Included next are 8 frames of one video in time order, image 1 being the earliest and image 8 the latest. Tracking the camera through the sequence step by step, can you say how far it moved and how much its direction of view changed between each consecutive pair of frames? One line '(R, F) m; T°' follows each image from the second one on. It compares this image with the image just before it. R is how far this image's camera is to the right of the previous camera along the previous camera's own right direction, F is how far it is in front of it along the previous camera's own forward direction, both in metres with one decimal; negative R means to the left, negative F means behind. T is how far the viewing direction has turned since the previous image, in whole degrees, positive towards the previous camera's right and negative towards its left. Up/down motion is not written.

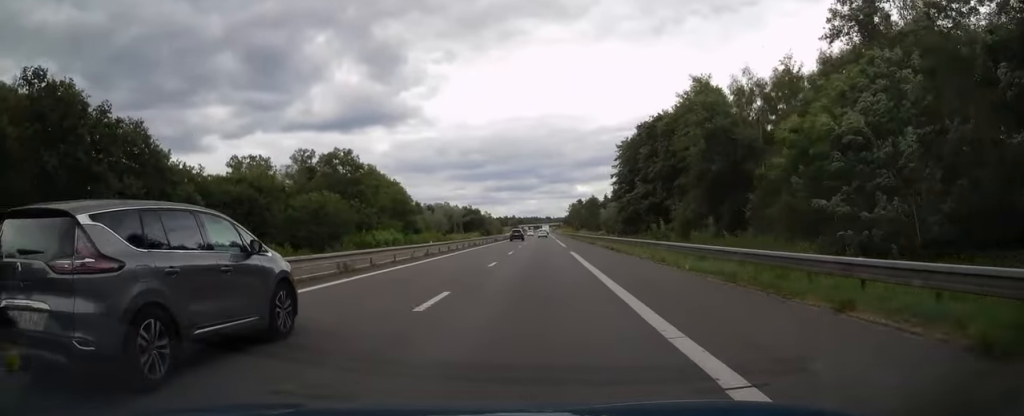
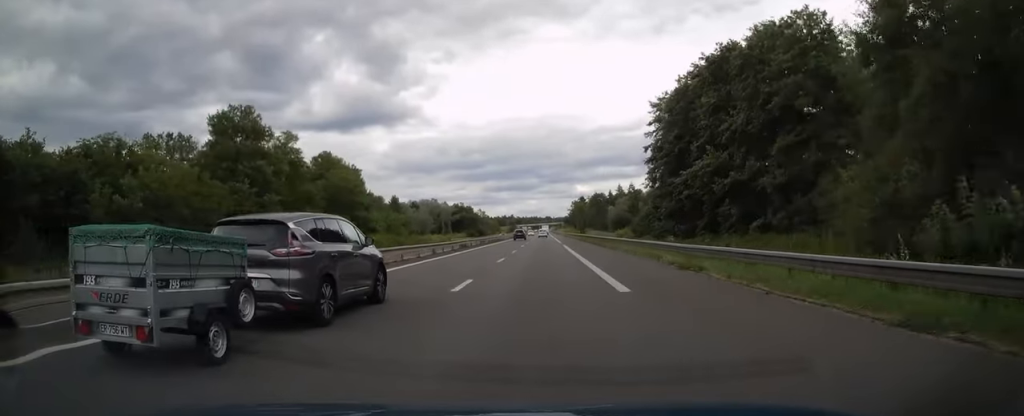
(0.0, +34.7) m; -1°
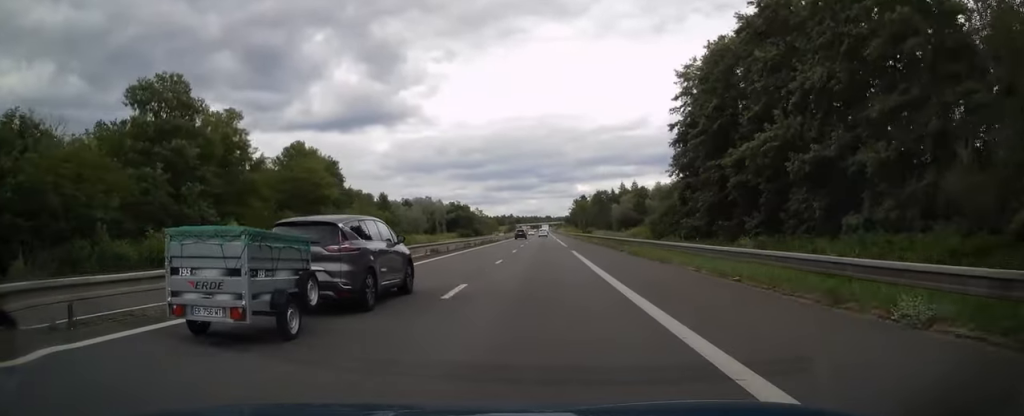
(0.0, +14.2) m; 0°
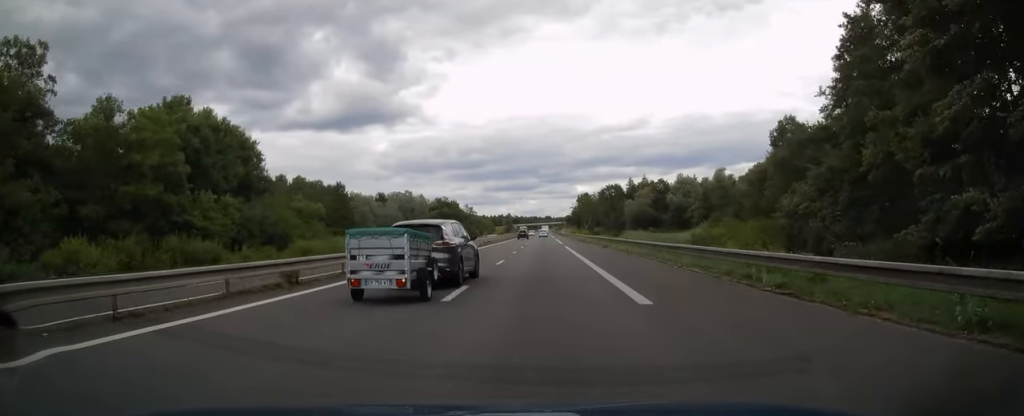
(-0.1, +38.6) m; 0°
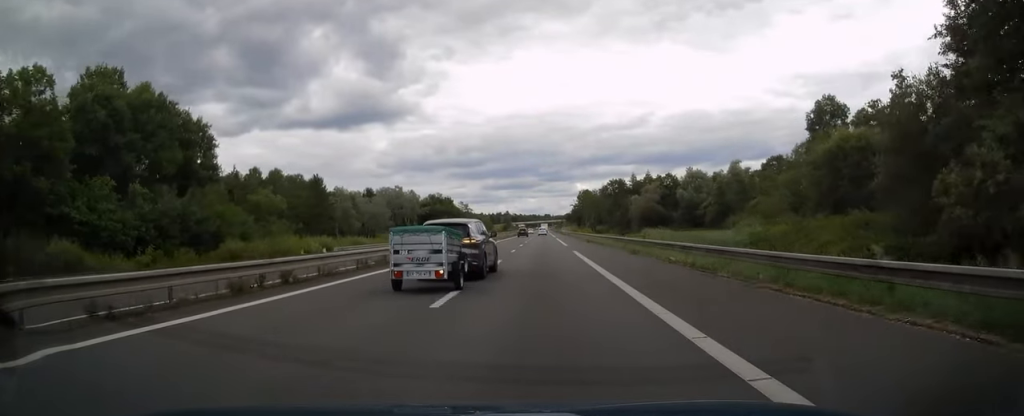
(+0.1, +14.2) m; 0°
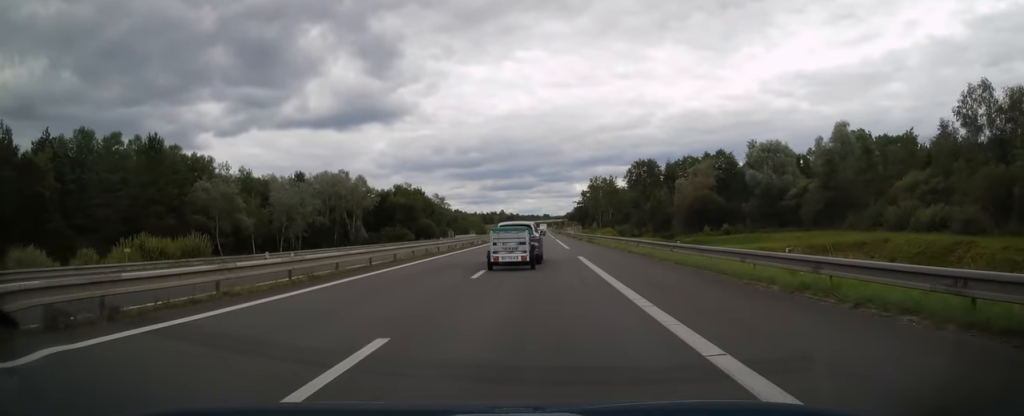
(0.0, +58.0) m; 0°
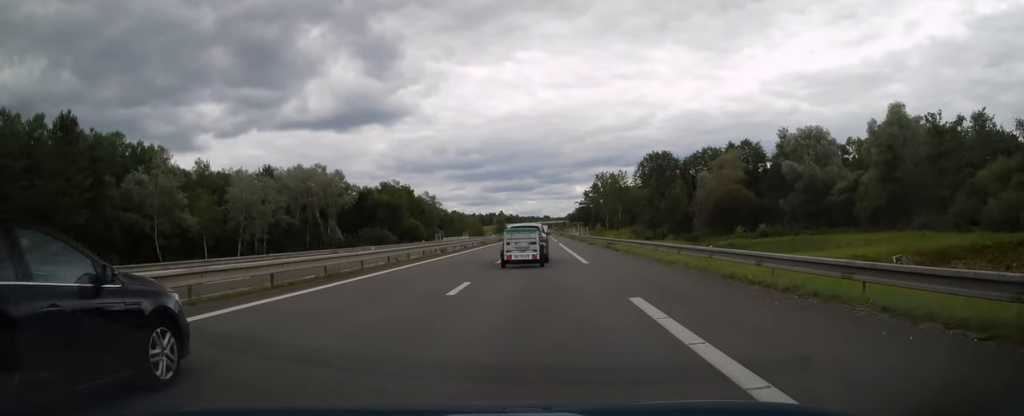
(0.0, +17.2) m; 0°
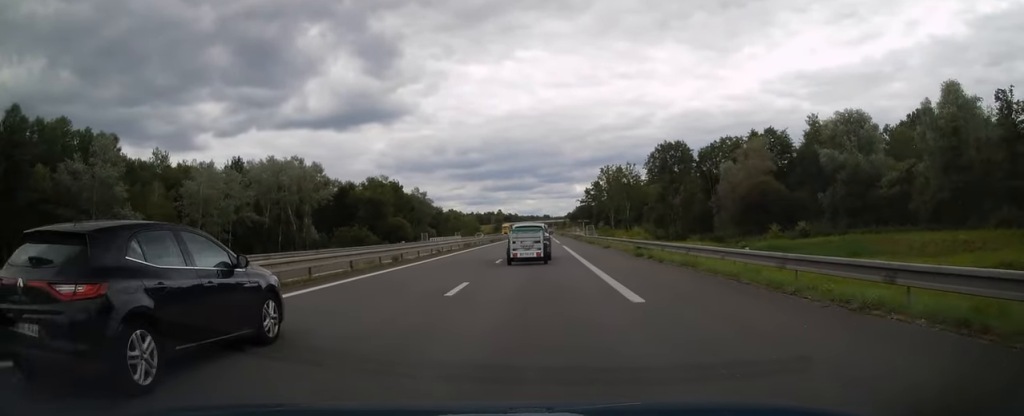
(0.0, +13.3) m; 0°
